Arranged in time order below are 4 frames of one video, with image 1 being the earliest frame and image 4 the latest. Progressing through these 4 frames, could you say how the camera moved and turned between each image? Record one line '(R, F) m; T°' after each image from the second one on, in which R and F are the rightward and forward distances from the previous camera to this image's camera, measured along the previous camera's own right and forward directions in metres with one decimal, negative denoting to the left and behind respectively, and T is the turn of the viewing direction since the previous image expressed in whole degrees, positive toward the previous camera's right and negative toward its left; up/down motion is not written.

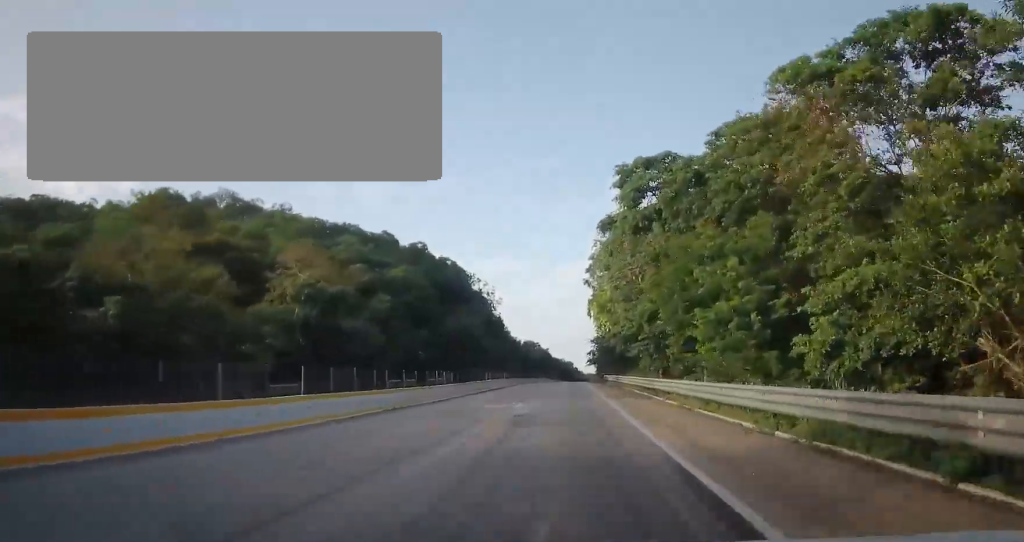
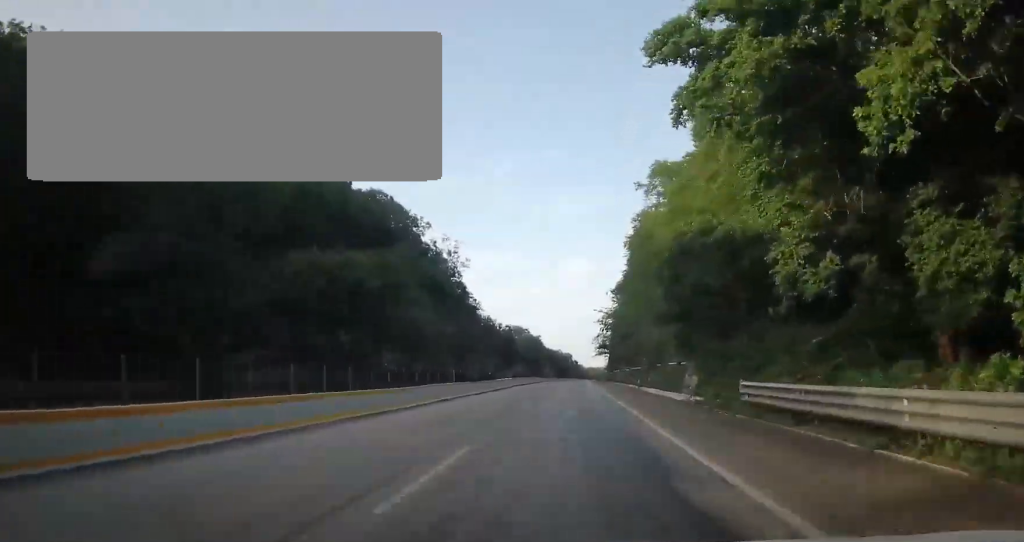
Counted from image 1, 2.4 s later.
(+0.5, +62.6) m; 0°
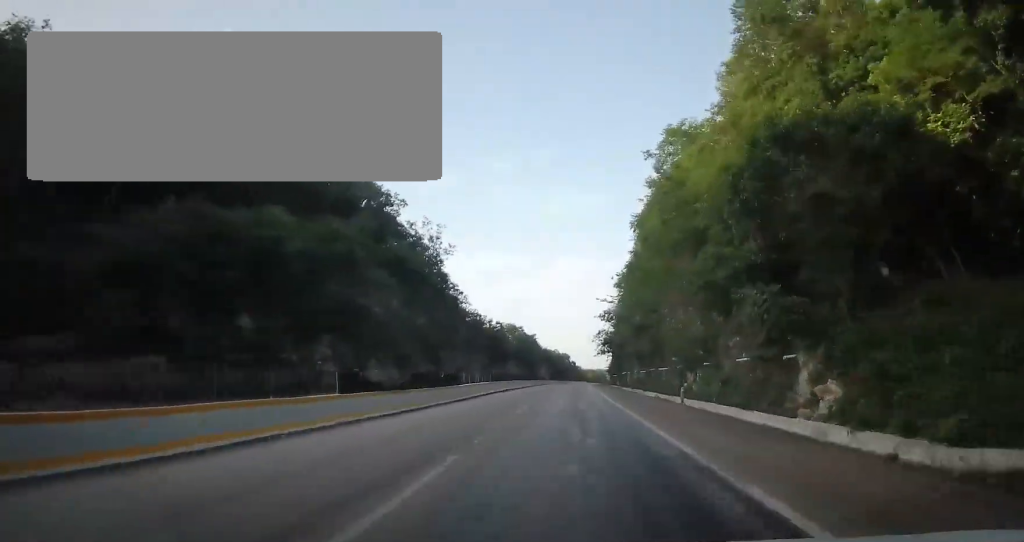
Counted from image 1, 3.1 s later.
(-0.2, +16.8) m; -1°
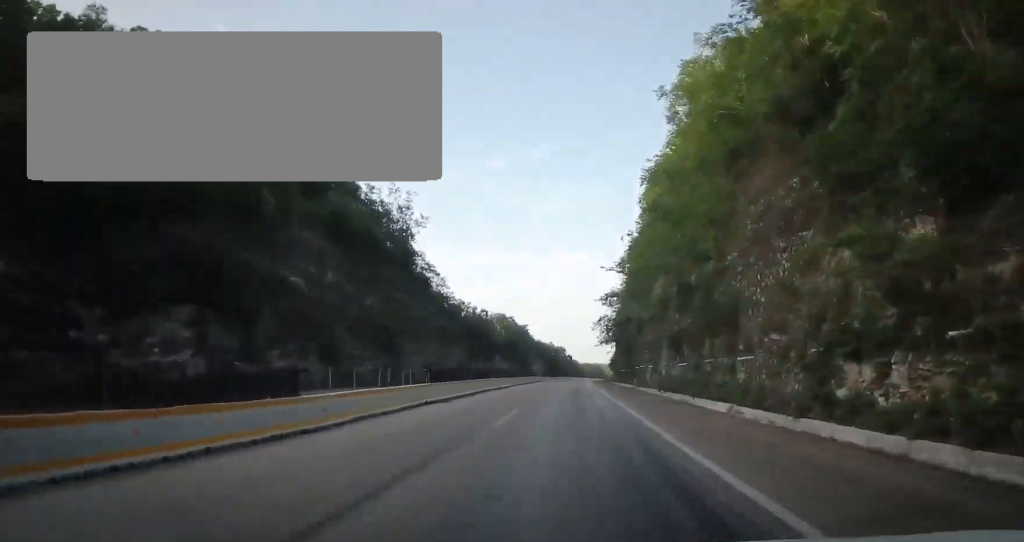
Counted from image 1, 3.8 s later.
(-0.3, +20.2) m; 0°
